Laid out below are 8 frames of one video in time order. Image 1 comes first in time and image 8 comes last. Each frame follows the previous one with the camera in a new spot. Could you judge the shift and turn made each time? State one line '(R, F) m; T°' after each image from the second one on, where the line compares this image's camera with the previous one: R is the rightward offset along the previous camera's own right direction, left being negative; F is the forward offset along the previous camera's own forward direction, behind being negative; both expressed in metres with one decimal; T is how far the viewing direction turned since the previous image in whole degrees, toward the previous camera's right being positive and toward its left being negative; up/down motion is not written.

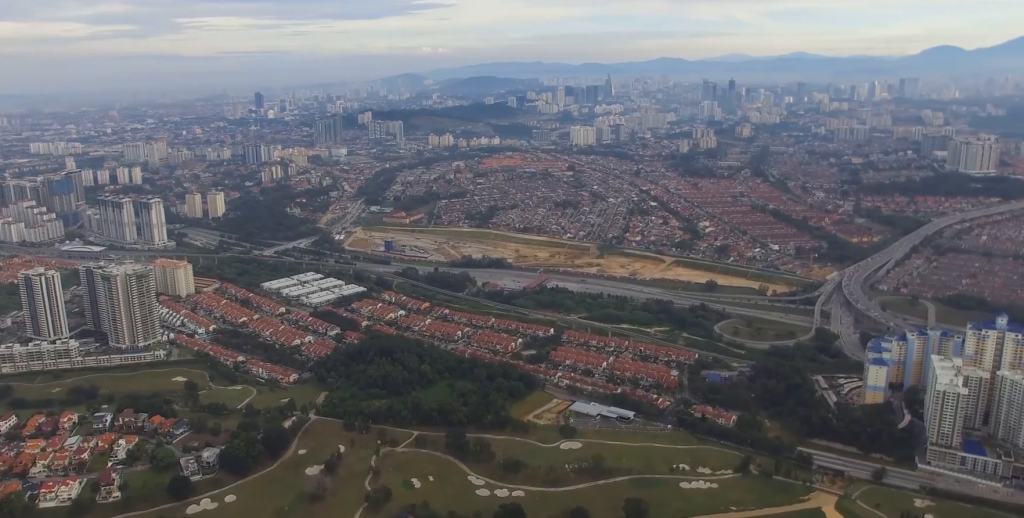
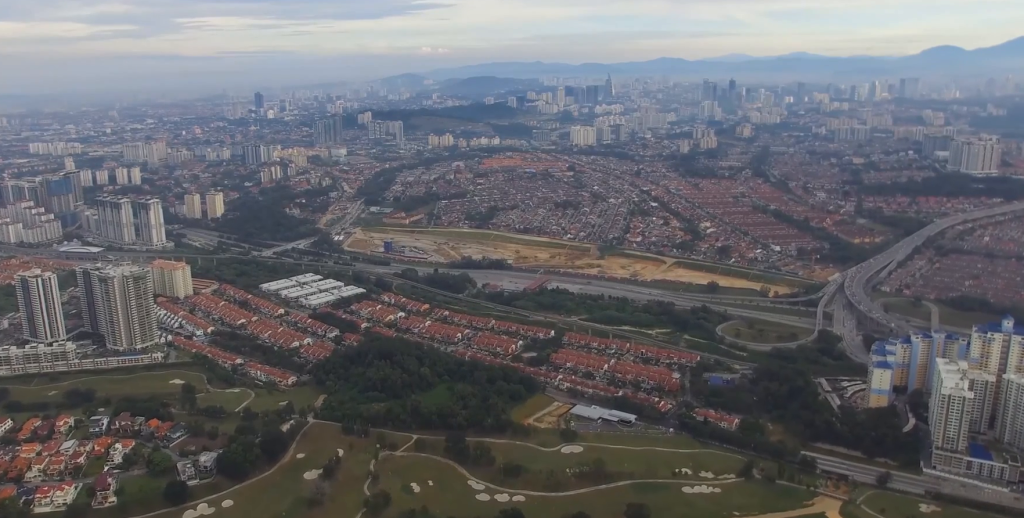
(0.0, +8.1) m; 0°
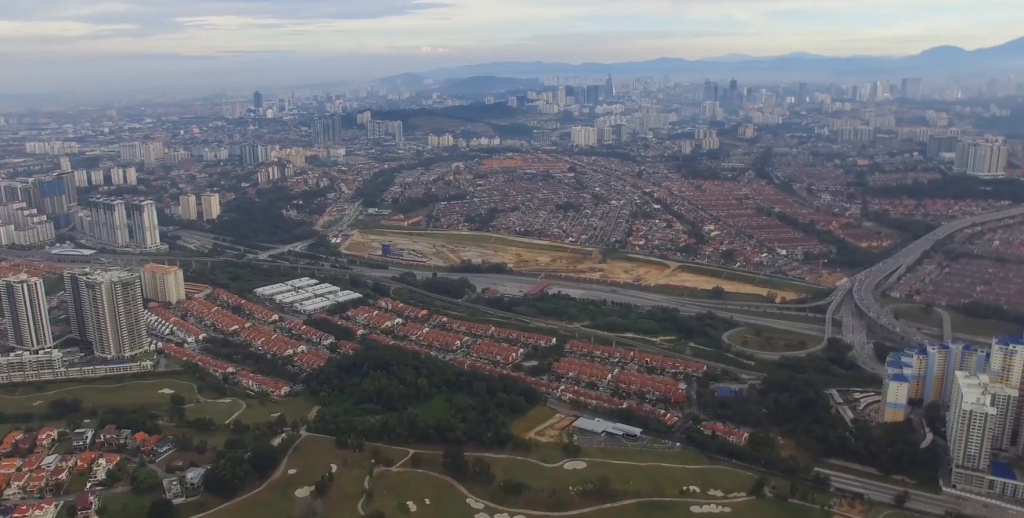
(-0.2, +32.8) m; -1°
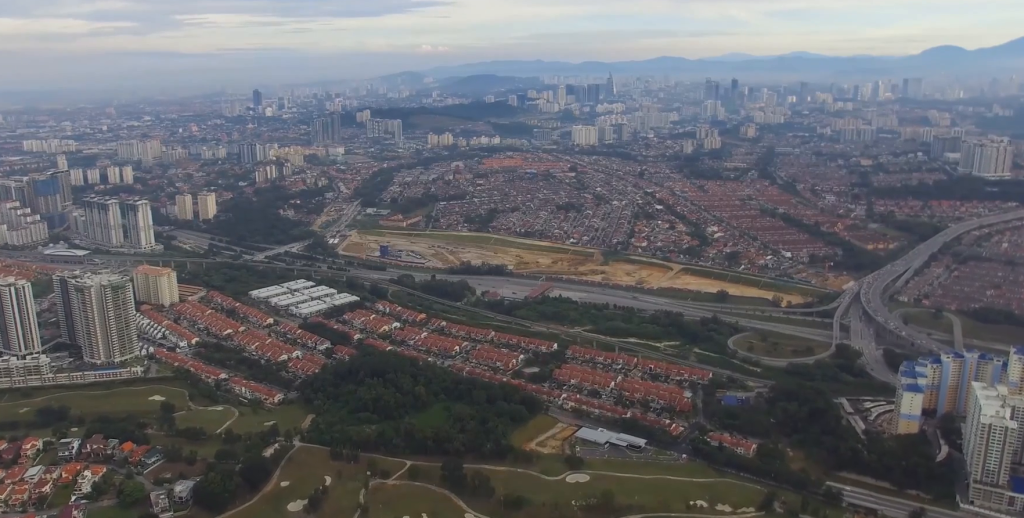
(-0.1, +26.9) m; 0°
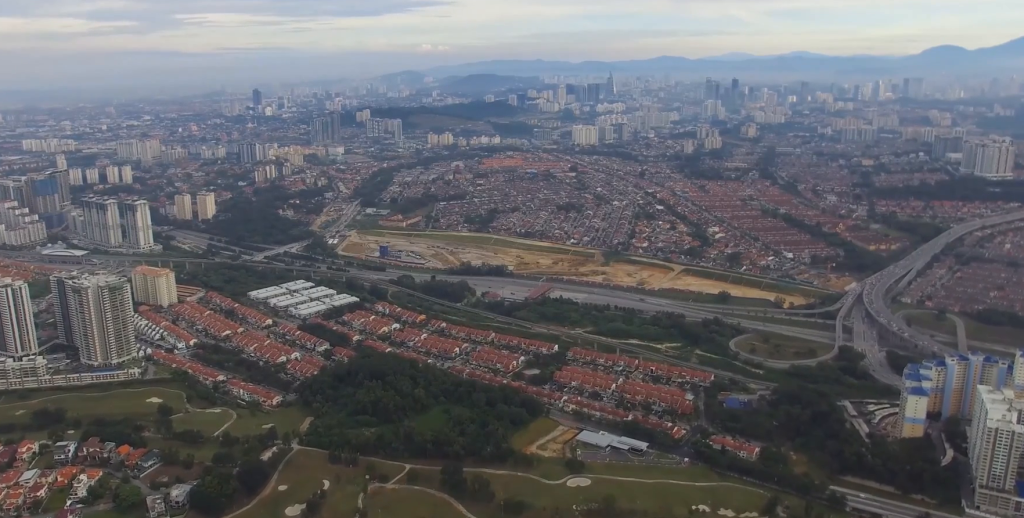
(0.0, +8.2) m; 0°
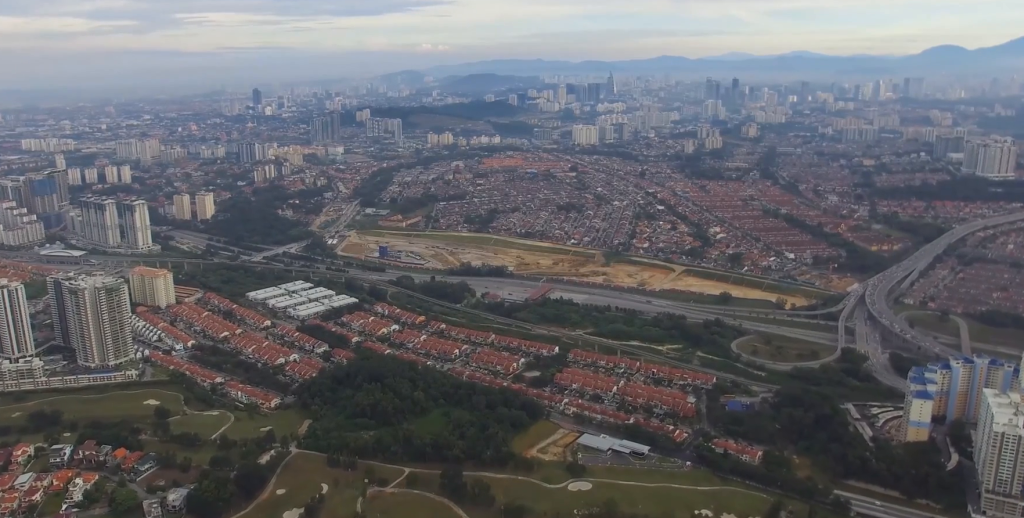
(0.0, +7.7) m; 0°
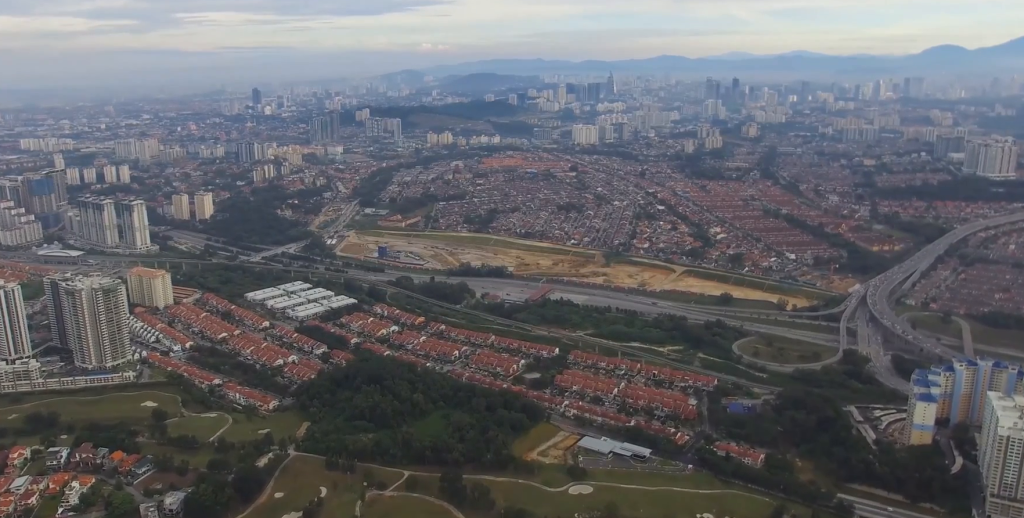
(0.0, +6.6) m; 0°
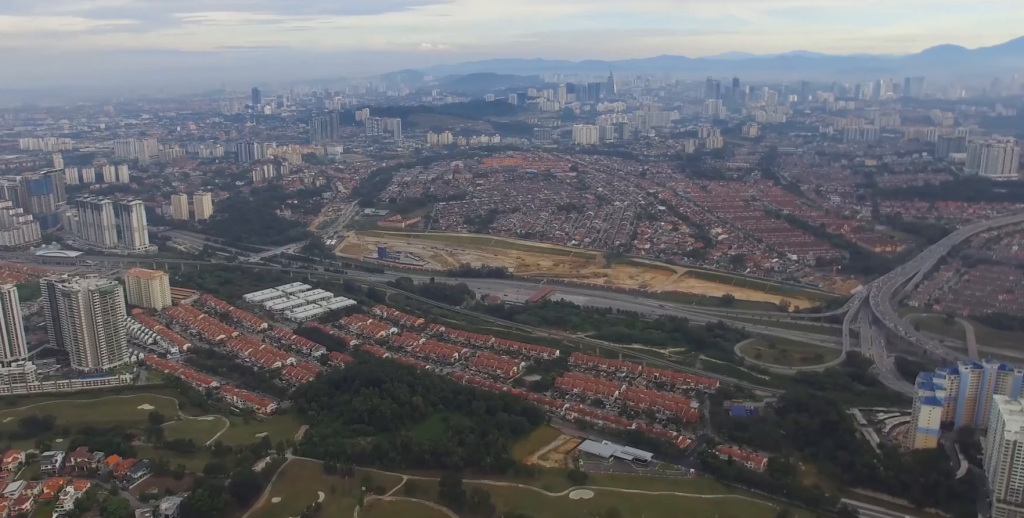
(0.0, +8.7) m; 0°
